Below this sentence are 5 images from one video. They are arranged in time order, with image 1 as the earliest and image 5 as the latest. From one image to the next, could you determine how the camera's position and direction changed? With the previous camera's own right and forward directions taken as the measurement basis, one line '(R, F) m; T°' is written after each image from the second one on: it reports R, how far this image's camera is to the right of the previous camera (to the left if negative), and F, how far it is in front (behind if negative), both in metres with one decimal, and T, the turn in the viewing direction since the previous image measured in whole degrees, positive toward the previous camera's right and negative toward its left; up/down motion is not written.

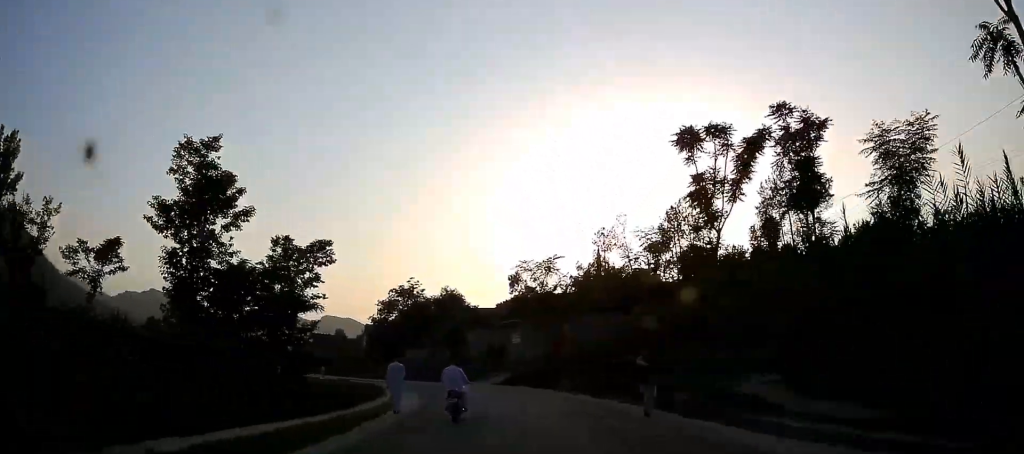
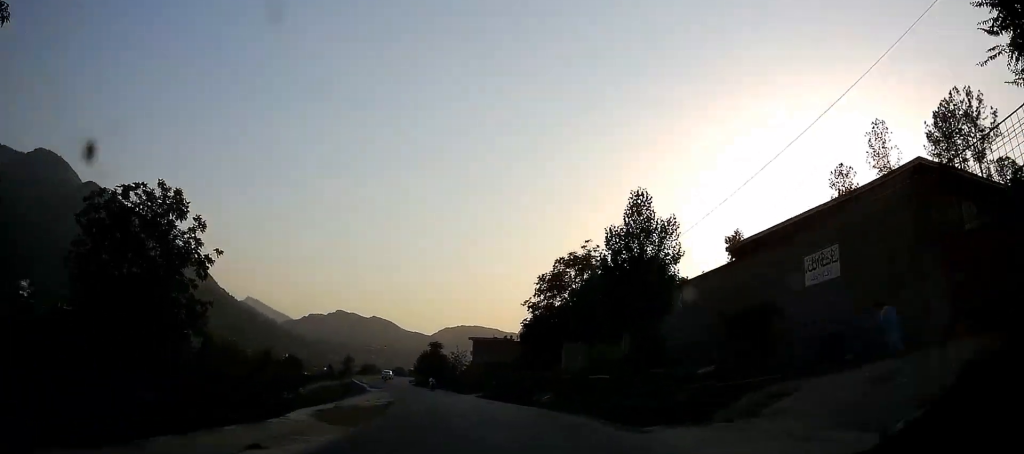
(-2.6, +38.0) m; -15°
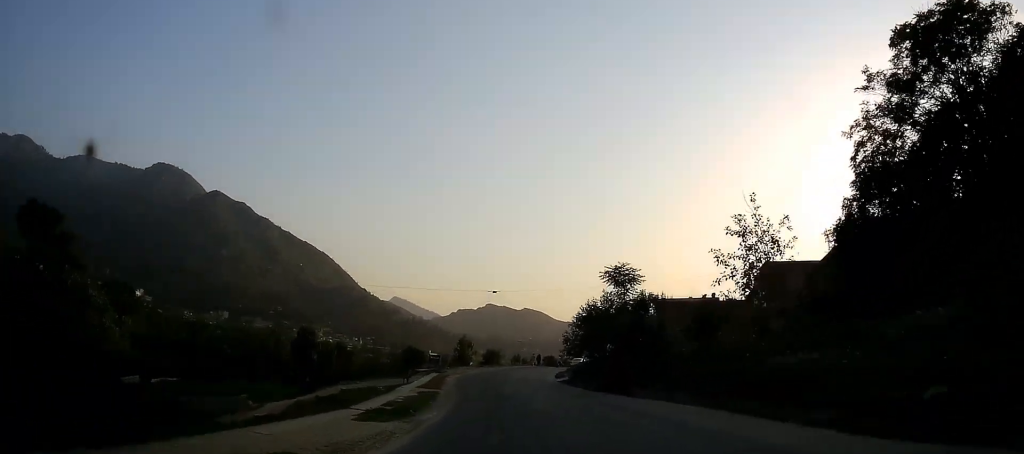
(-9.2, +44.6) m; -19°
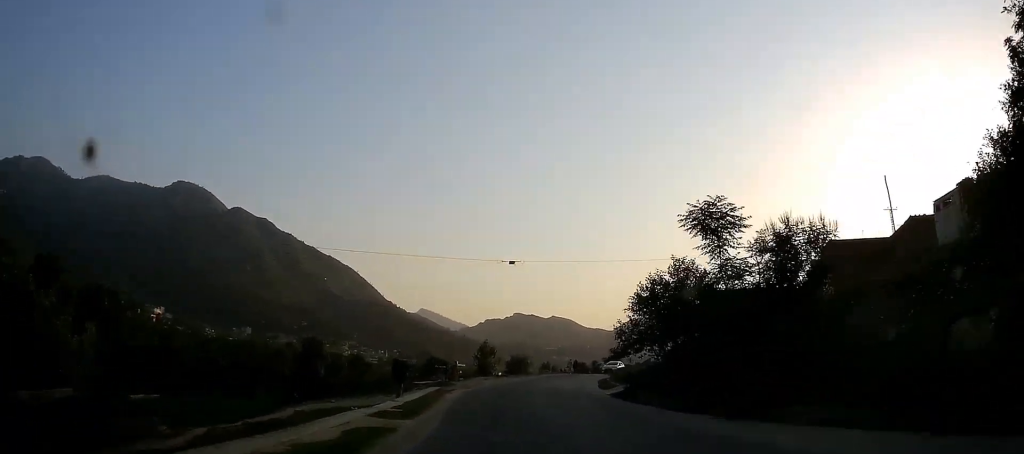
(0.0, +11.4) m; -3°
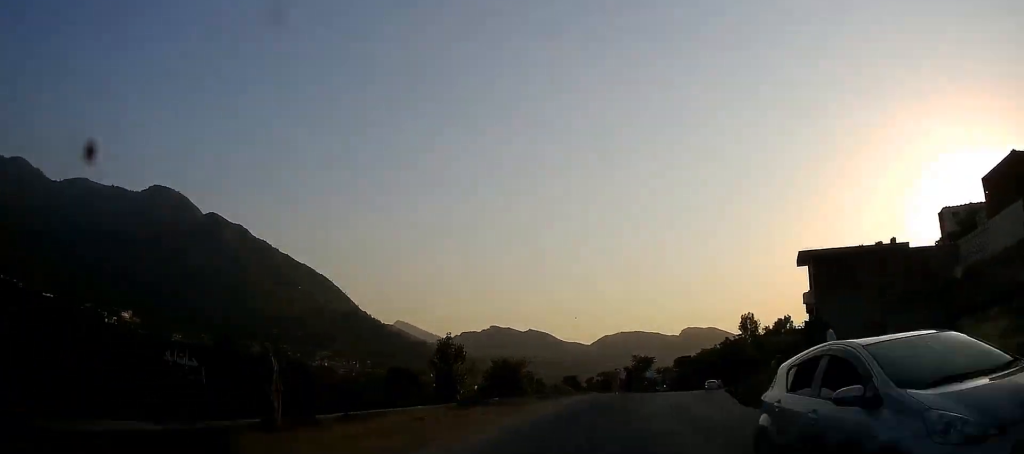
(-1.3, +33.4) m; +3°
